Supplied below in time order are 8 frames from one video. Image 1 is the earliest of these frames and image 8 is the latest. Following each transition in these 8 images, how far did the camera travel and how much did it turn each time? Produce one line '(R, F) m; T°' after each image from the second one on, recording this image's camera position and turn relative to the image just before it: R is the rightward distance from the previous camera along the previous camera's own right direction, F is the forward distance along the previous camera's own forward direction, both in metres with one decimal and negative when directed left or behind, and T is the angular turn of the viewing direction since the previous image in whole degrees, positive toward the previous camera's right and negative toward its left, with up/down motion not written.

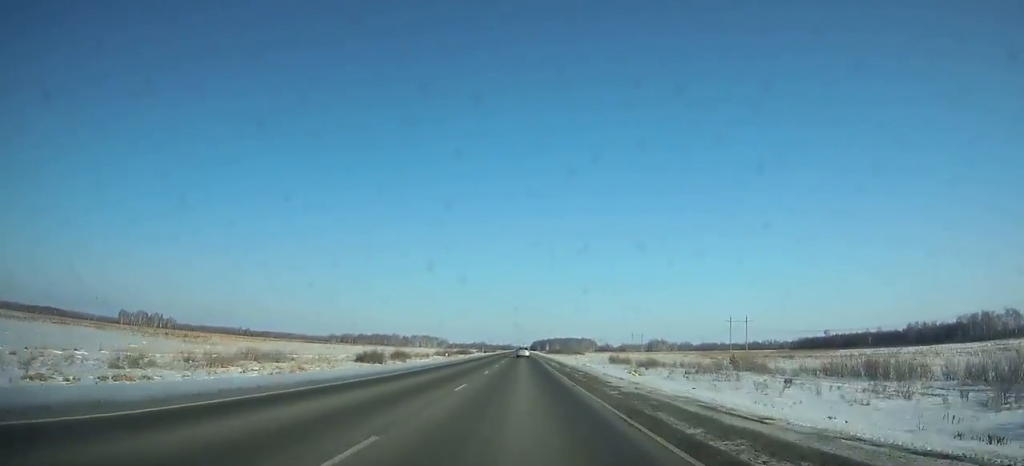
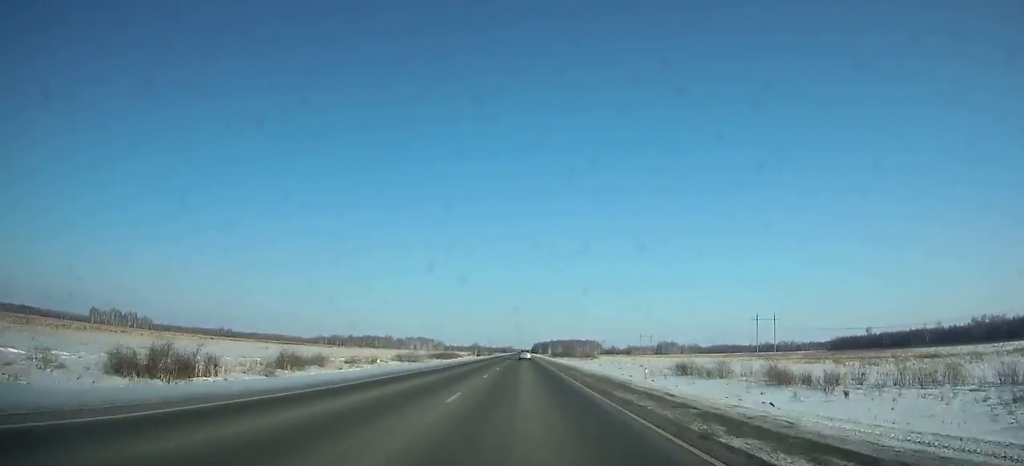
(0.0, +51.3) m; 0°
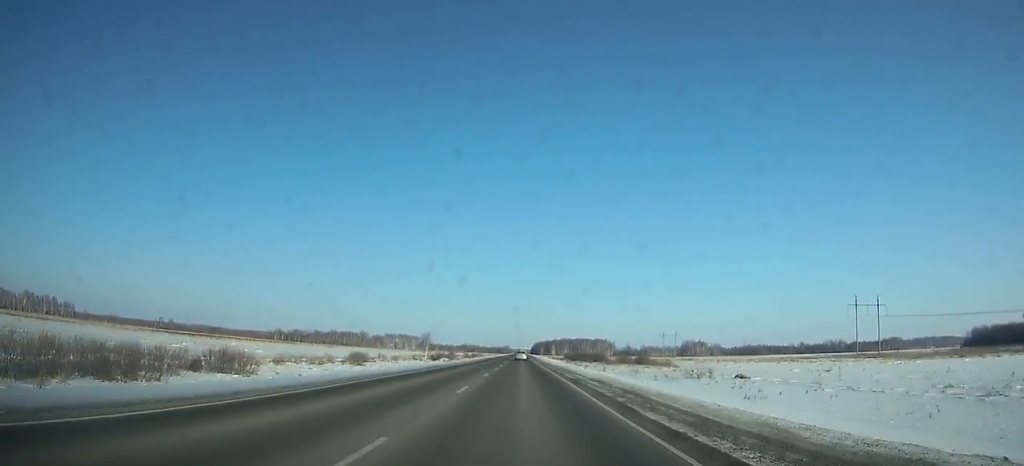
(0.0, +126.5) m; 0°
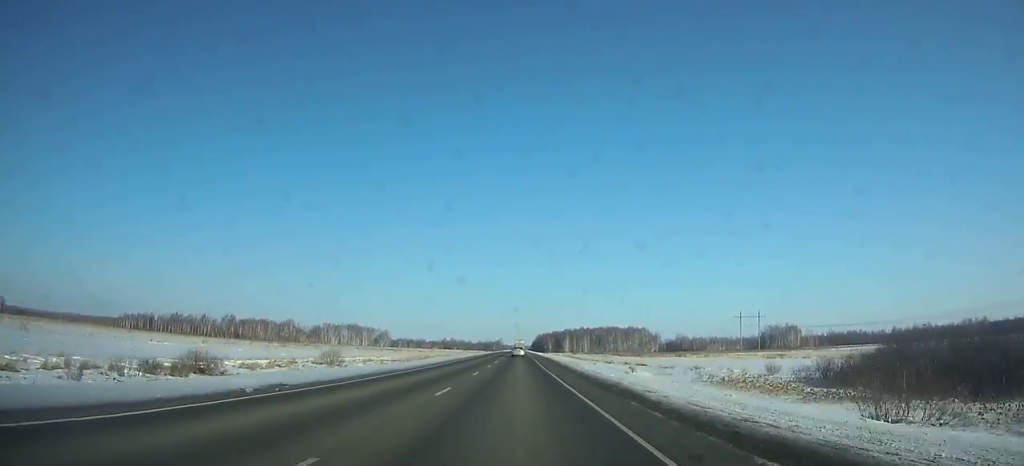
(+0.2, +226.9) m; 0°
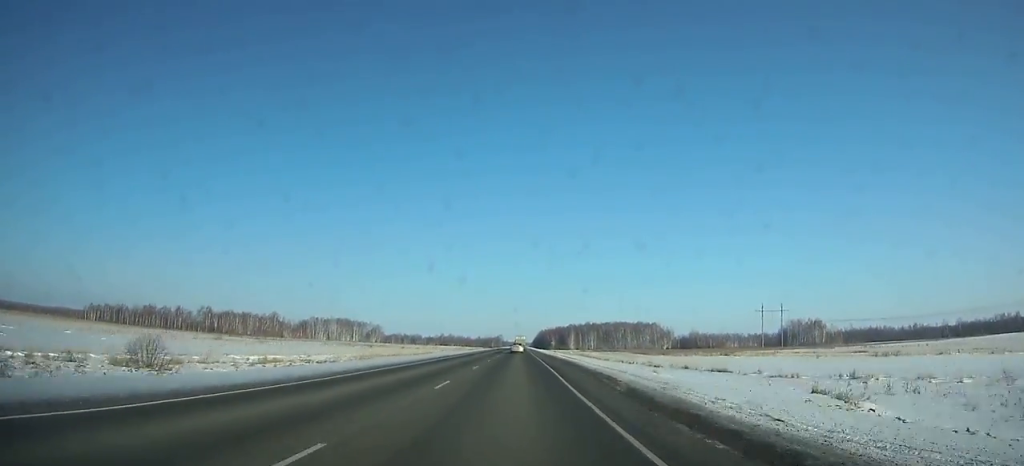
(0.0, +35.3) m; 0°
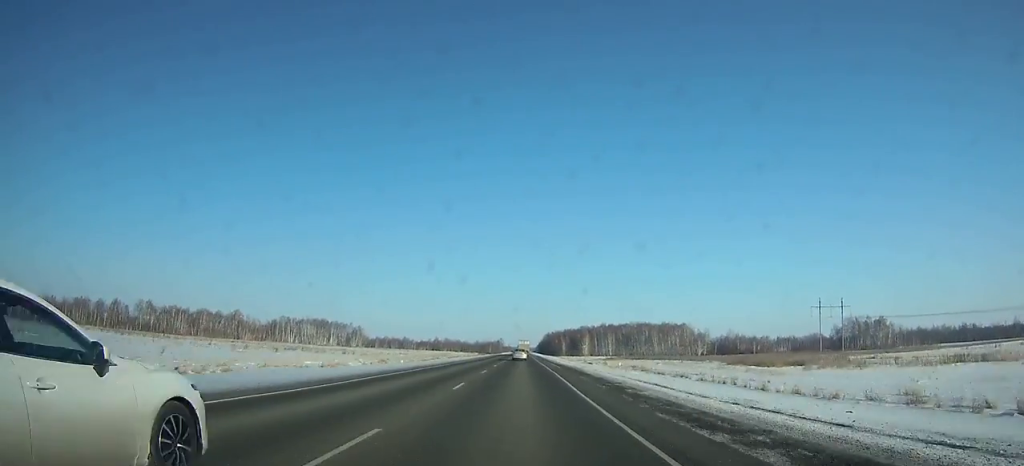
(0.0, +68.8) m; 0°
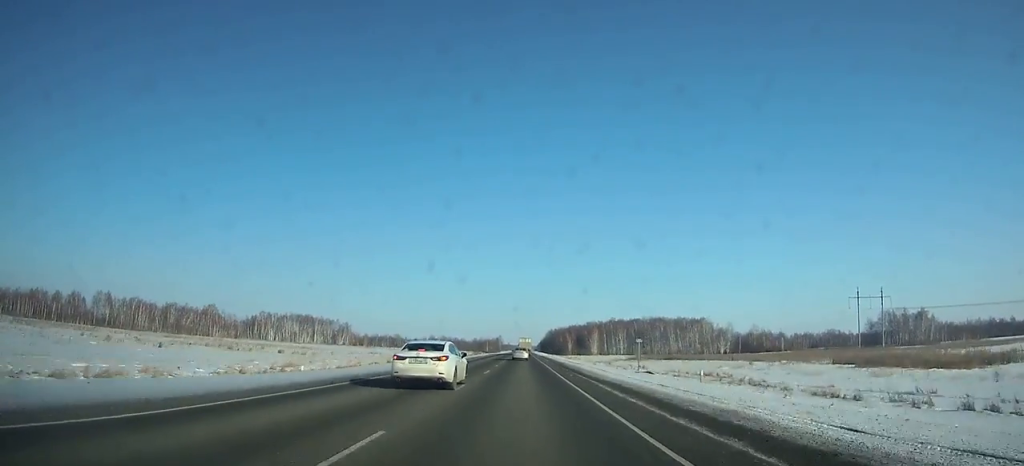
(0.0, +35.8) m; 0°
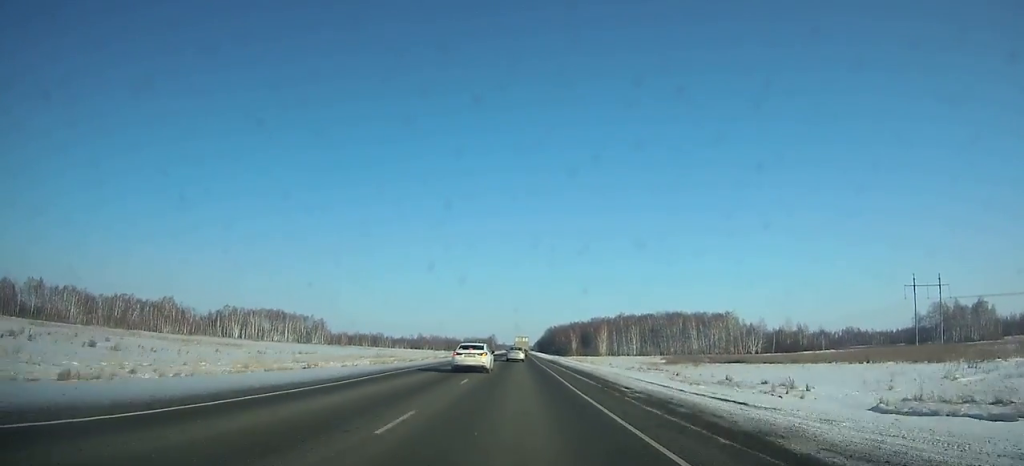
(0.0, +43.2) m; 0°
